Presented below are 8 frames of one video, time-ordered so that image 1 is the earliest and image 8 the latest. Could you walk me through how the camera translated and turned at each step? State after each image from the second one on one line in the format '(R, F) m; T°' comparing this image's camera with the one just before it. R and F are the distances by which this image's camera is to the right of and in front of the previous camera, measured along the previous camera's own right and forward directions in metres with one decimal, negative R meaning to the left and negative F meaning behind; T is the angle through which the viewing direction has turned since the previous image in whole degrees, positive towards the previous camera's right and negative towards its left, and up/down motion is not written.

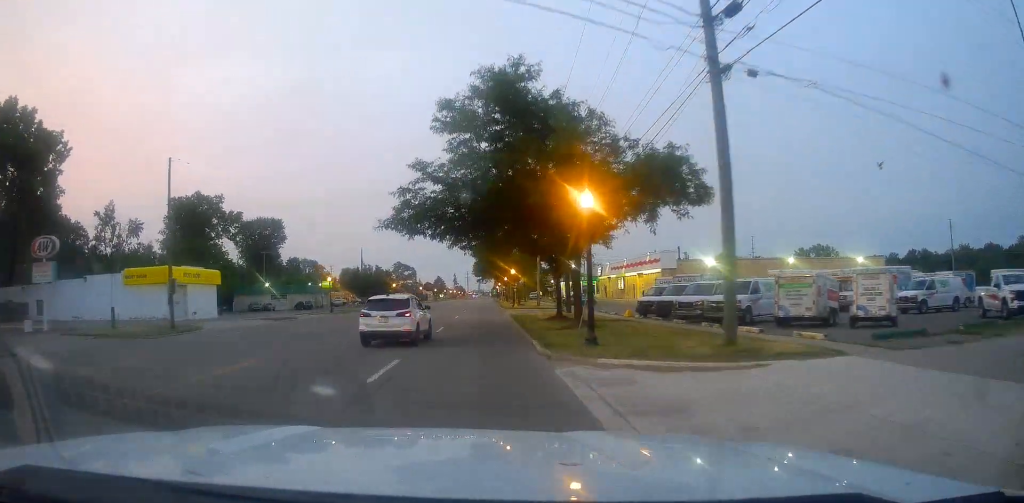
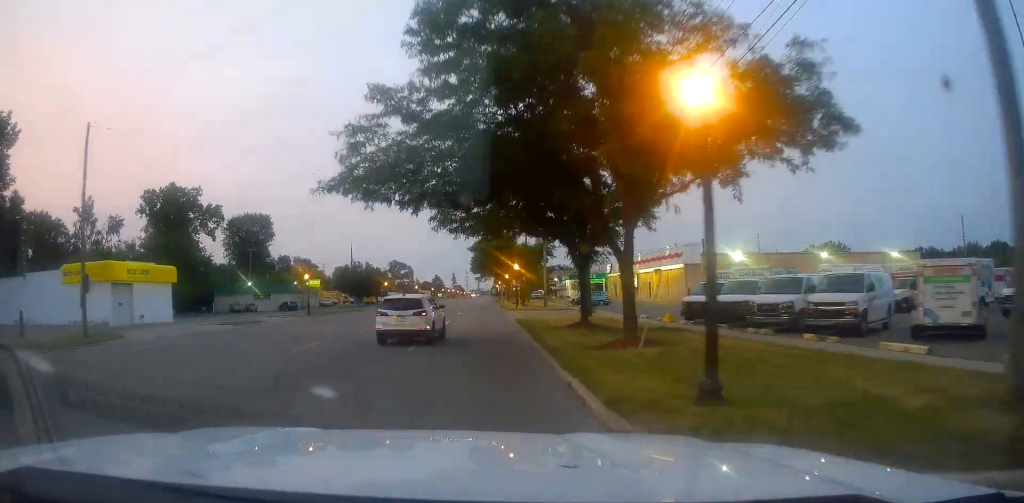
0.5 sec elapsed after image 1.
(+0.1, +8.5) m; 0°
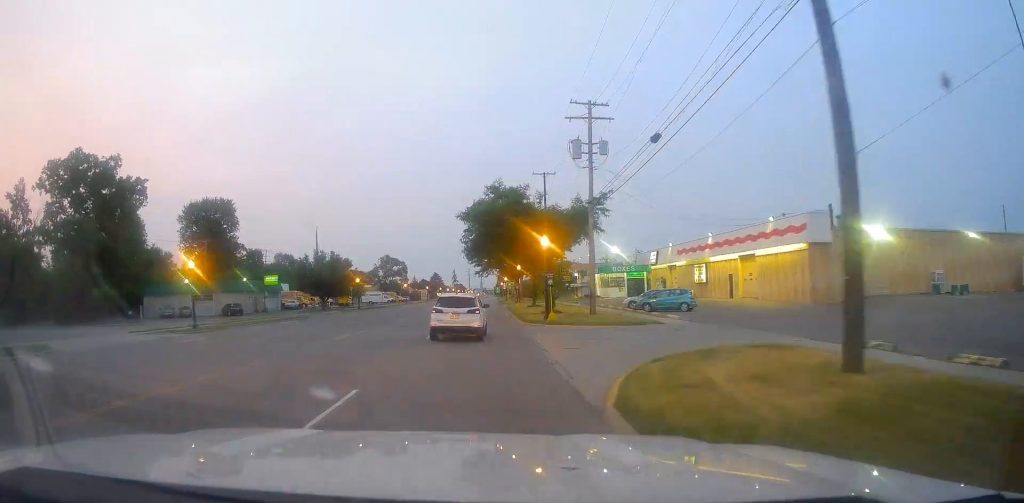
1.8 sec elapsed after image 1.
(0.0, +25.9) m; 0°
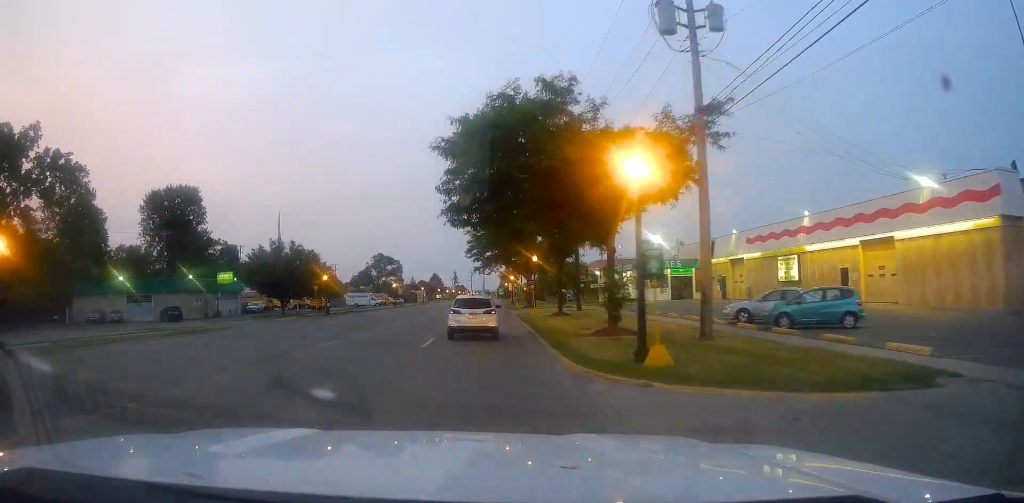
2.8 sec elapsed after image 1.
(0.0, +18.6) m; 0°
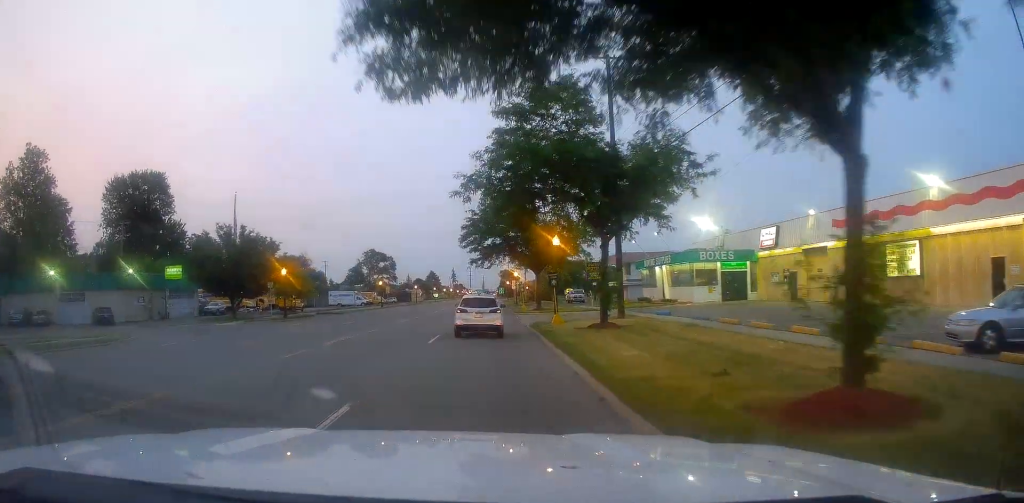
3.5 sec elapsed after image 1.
(-0.1, +14.1) m; 0°
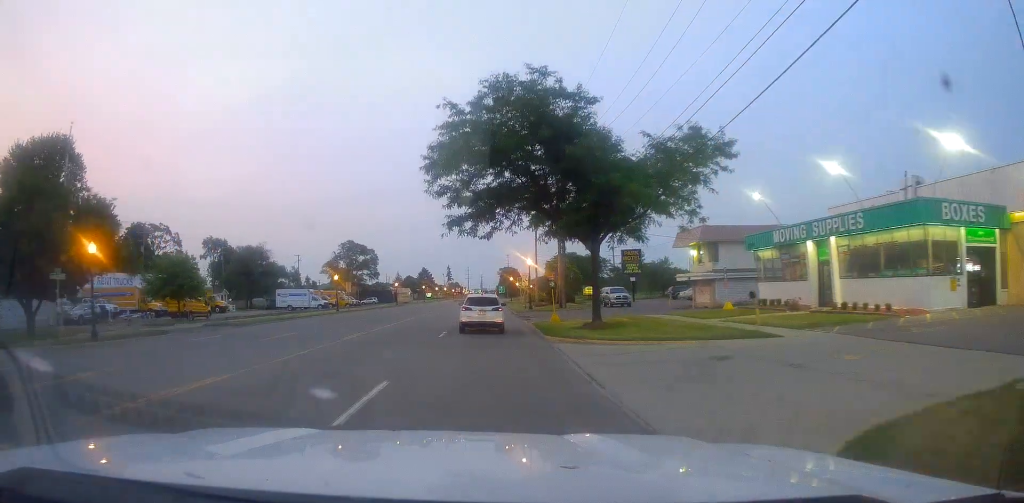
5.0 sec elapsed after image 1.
(+0.8, +28.5) m; +1°
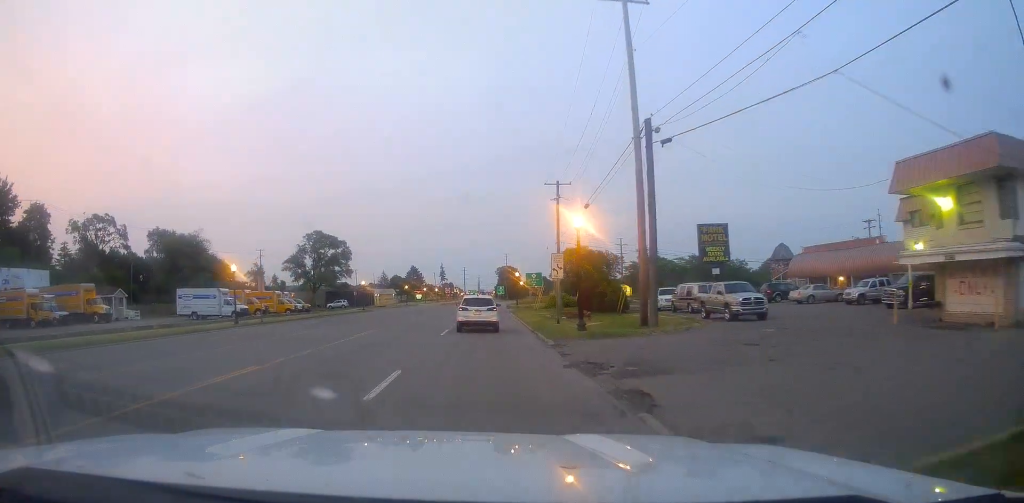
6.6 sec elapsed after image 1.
(-0.9, +28.8) m; -2°
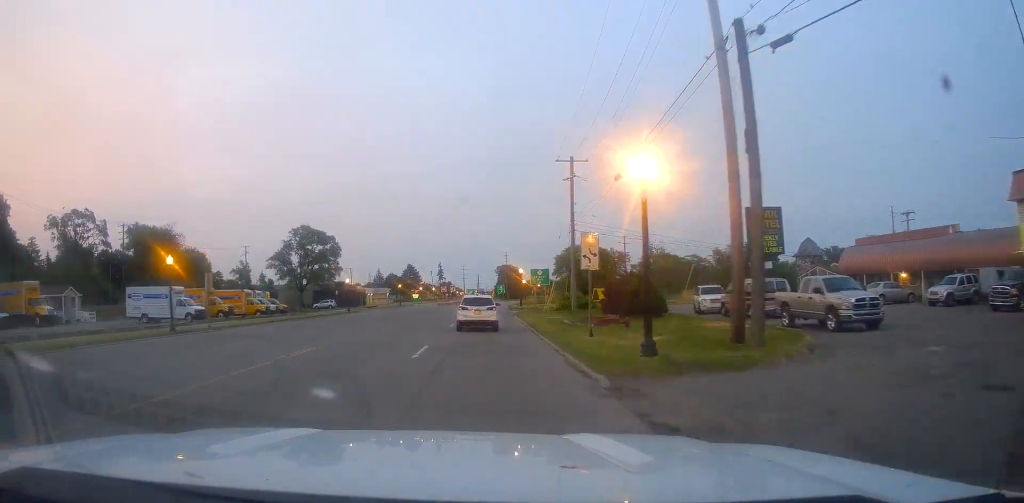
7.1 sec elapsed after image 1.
(-0.2, +9.4) m; +1°
